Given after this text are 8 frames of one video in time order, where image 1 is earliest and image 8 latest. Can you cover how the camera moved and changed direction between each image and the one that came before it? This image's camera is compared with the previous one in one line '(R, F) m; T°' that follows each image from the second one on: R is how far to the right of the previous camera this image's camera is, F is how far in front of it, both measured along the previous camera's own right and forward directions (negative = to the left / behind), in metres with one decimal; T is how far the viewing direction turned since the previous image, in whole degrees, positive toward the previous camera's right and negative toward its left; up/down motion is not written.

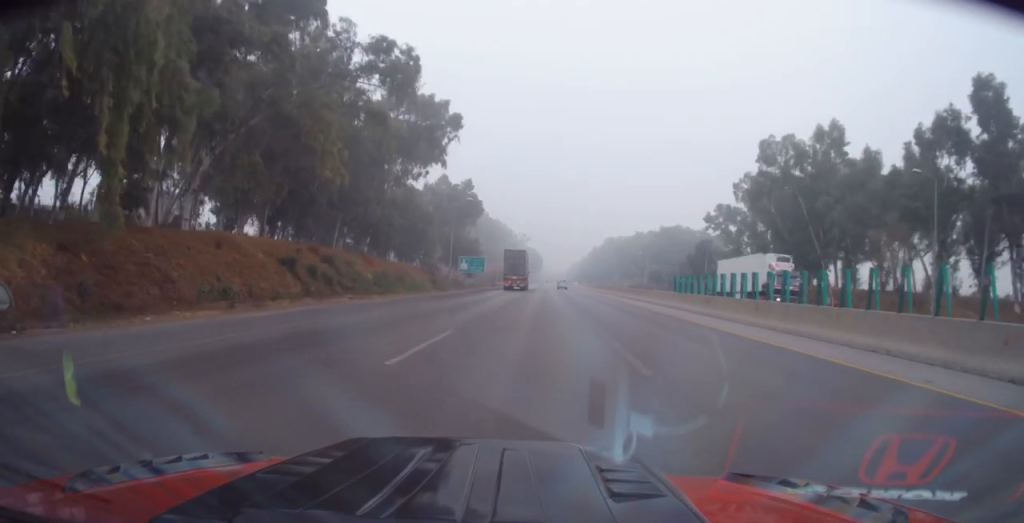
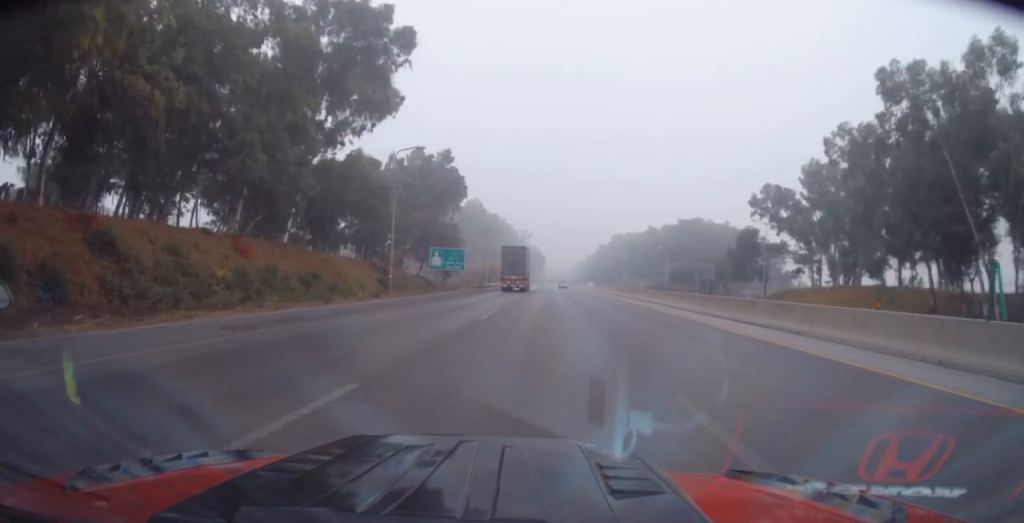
(+0.2, +25.9) m; +1°
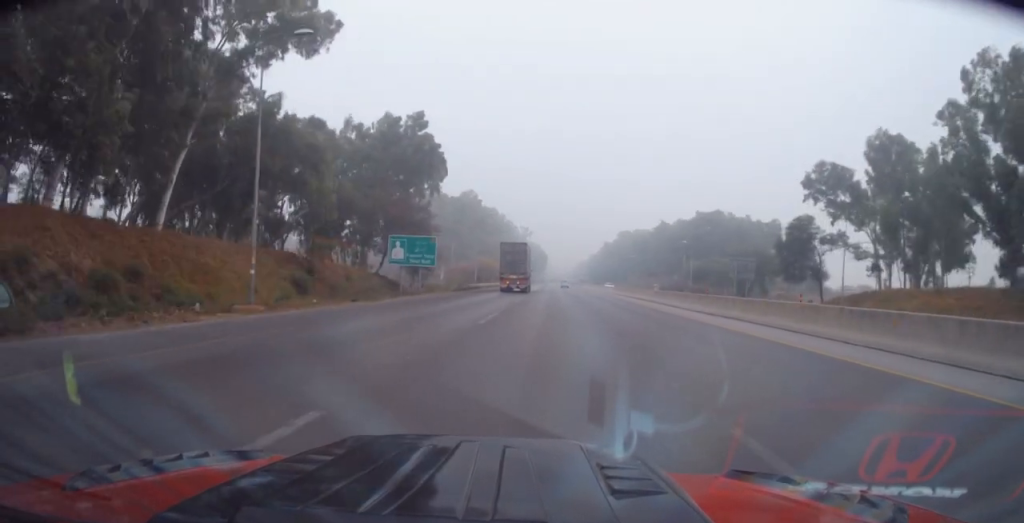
(0.0, +19.4) m; -1°
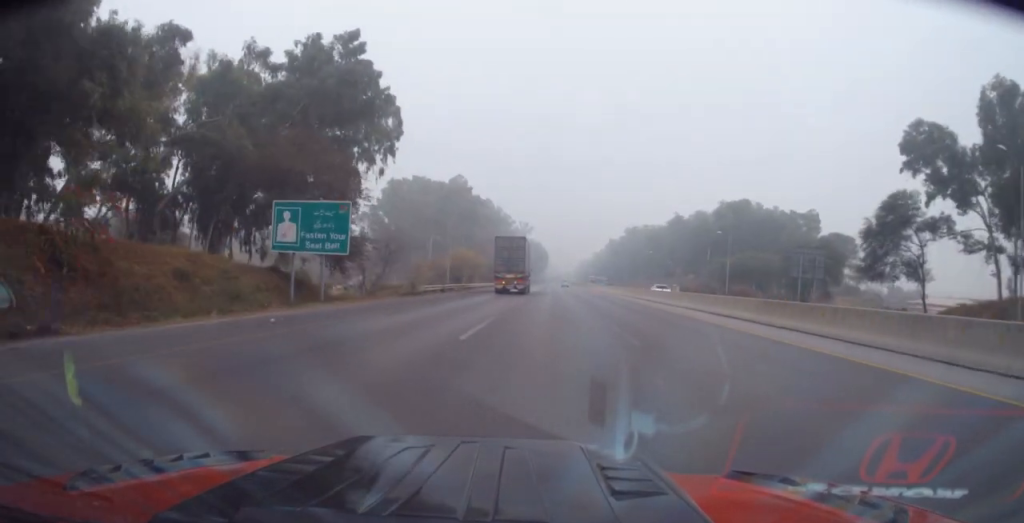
(0.0, +22.6) m; +1°
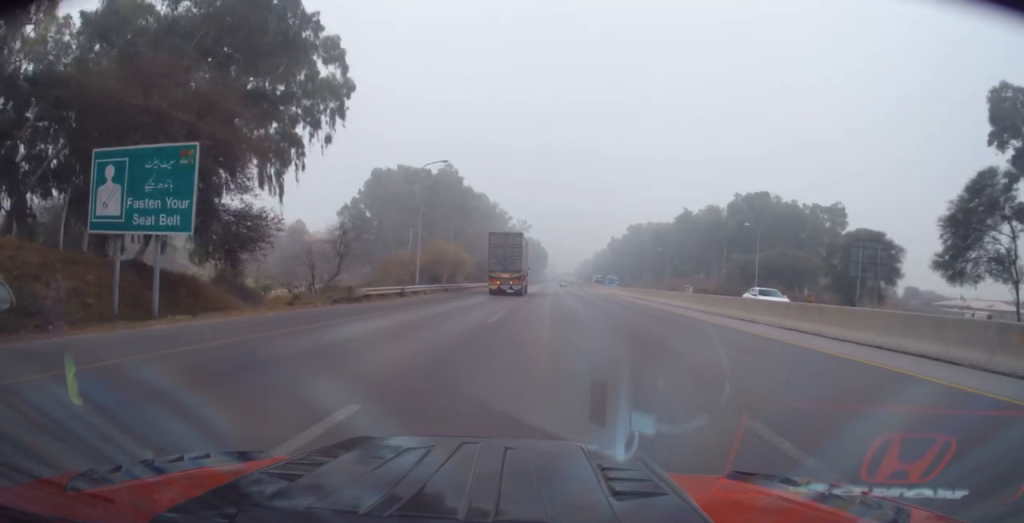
(+0.1, +13.2) m; 0°
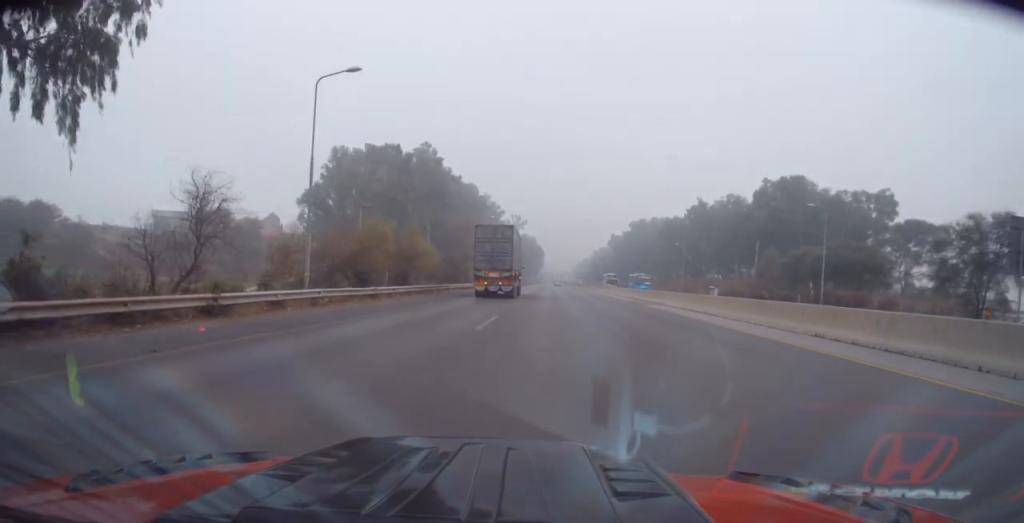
(-0.3, +20.4) m; 0°
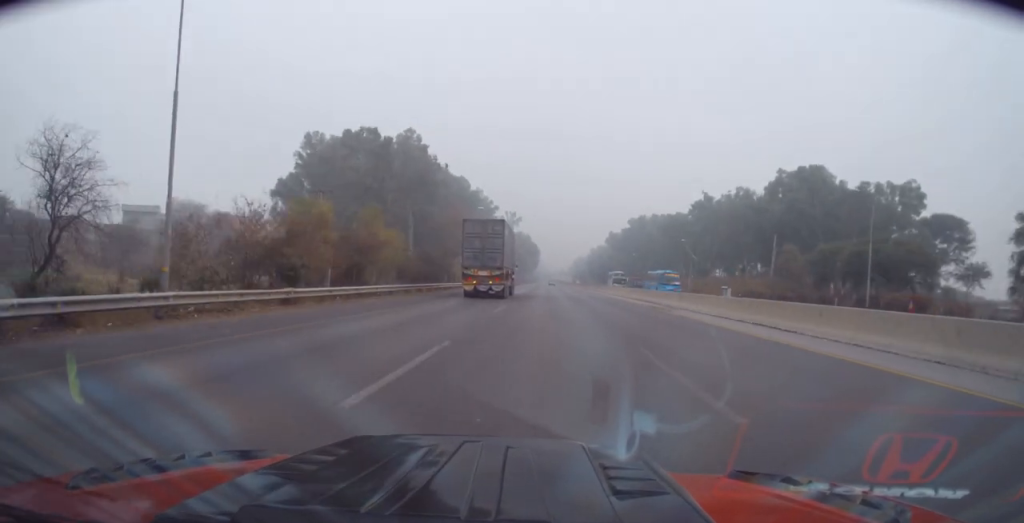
(-0.1, +9.6) m; +1°
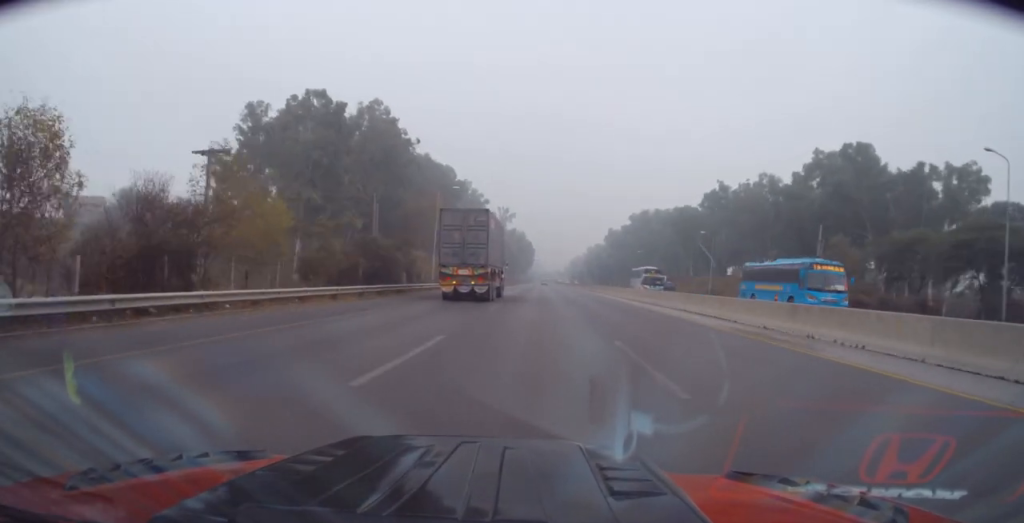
(+0.6, +16.9) m; -1°
